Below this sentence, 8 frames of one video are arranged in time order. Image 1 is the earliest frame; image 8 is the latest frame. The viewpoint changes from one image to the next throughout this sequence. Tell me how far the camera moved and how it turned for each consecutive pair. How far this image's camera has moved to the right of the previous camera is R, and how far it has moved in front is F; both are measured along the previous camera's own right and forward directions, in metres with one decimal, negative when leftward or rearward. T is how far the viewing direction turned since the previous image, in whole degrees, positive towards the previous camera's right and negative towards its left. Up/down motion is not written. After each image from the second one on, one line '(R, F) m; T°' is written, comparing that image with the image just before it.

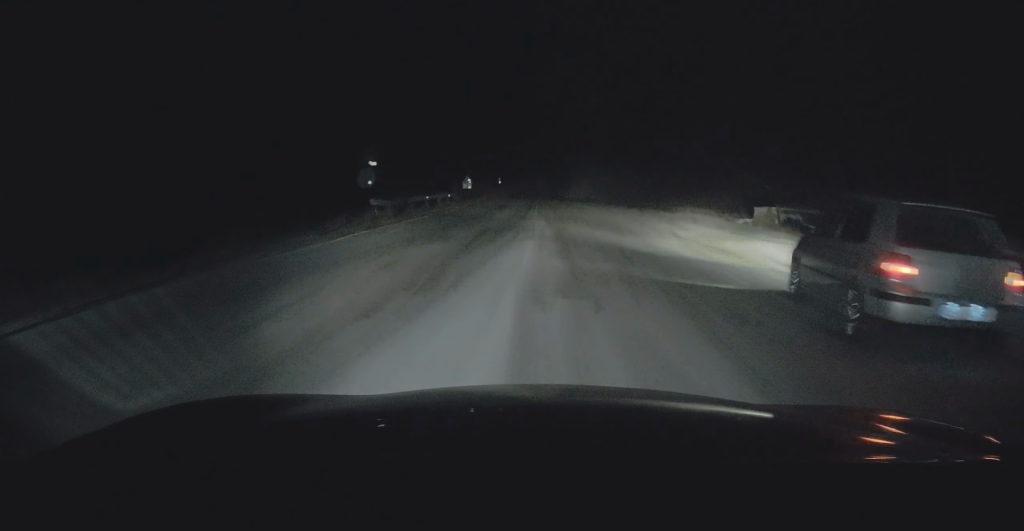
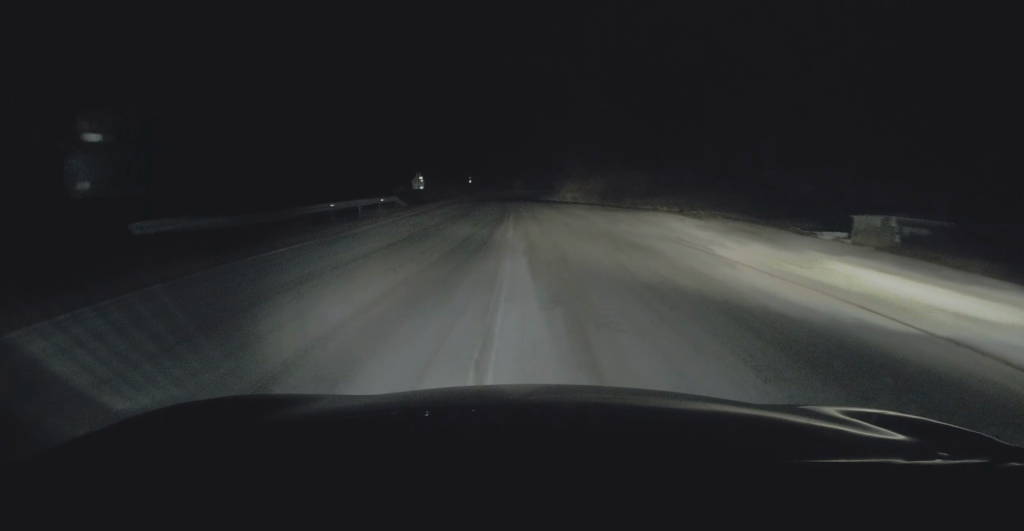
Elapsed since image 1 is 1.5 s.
(0.0, +13.3) m; +2°
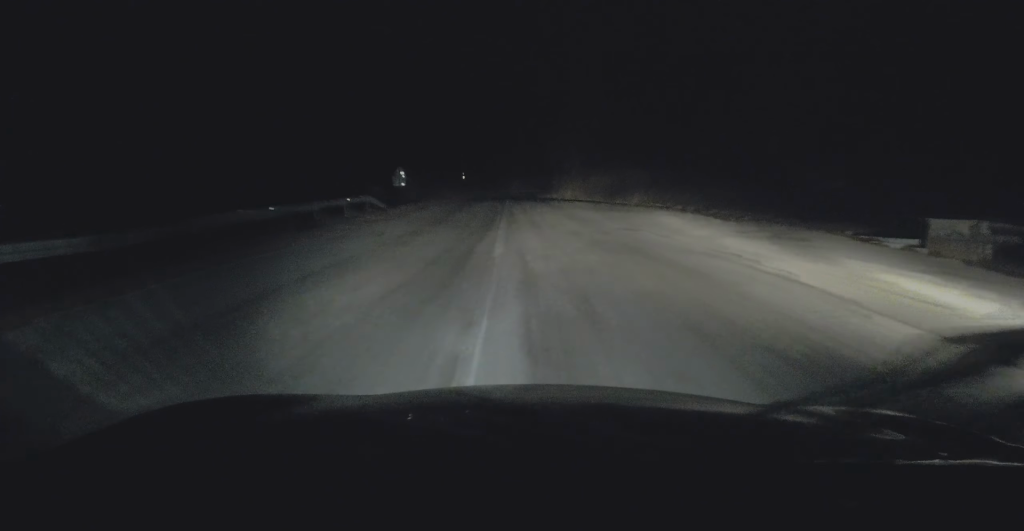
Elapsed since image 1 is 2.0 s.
(+0.1, +5.0) m; 0°
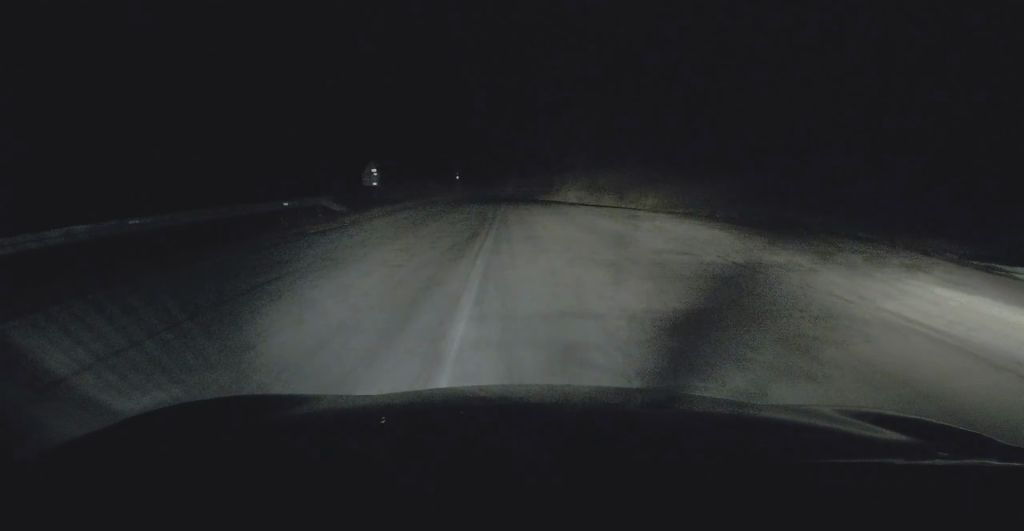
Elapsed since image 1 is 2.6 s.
(+0.1, +6.1) m; 0°
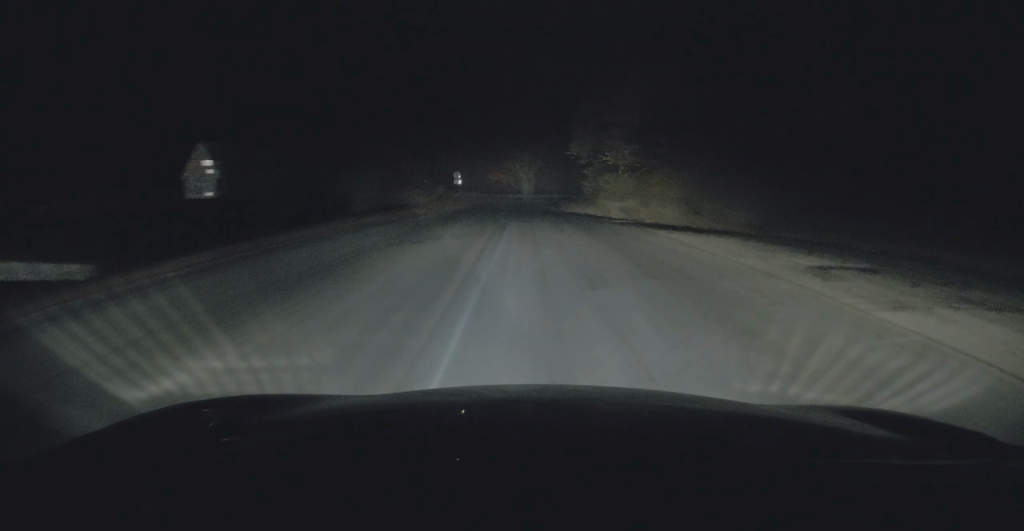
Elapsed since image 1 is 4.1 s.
(-0.4, +16.7) m; -2°
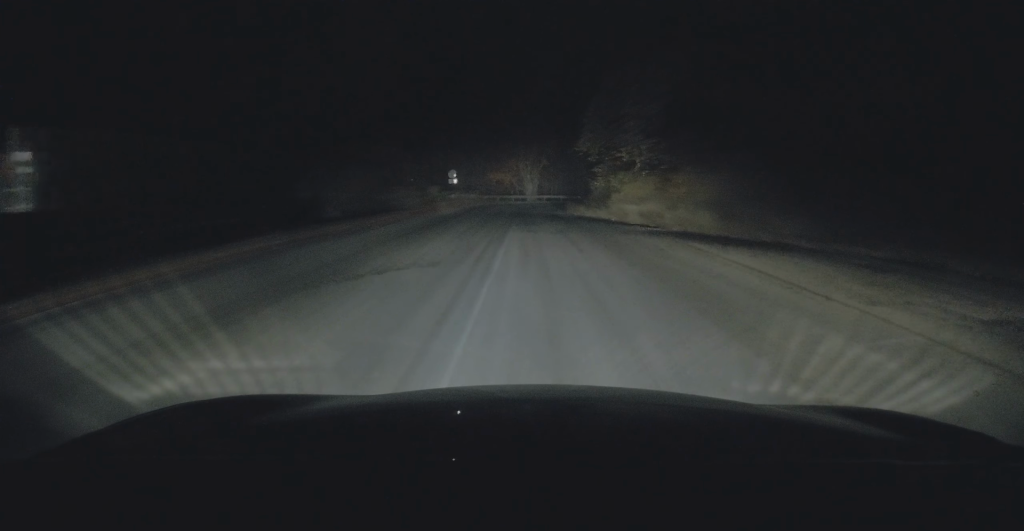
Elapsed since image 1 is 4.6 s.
(-0.1, +5.3) m; -1°
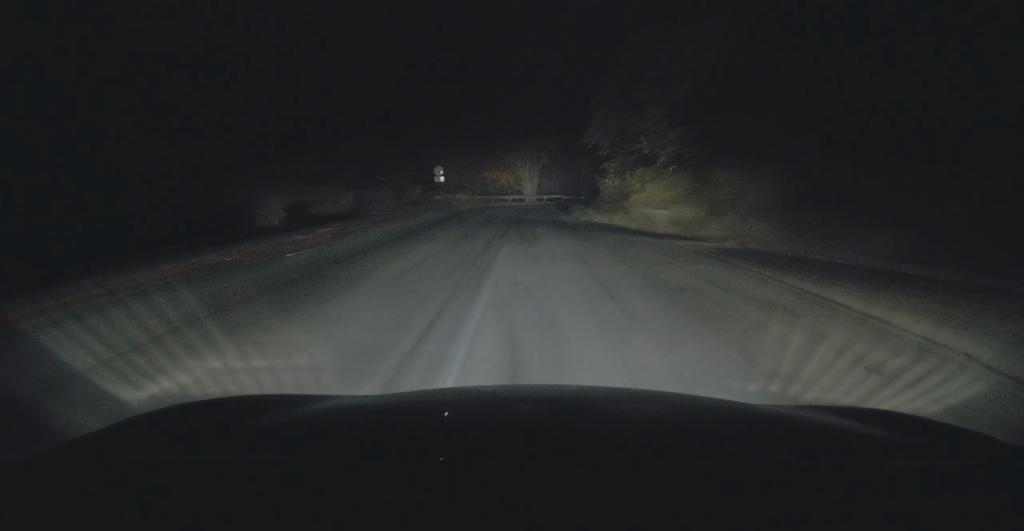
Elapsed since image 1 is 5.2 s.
(0.0, +7.3) m; 0°
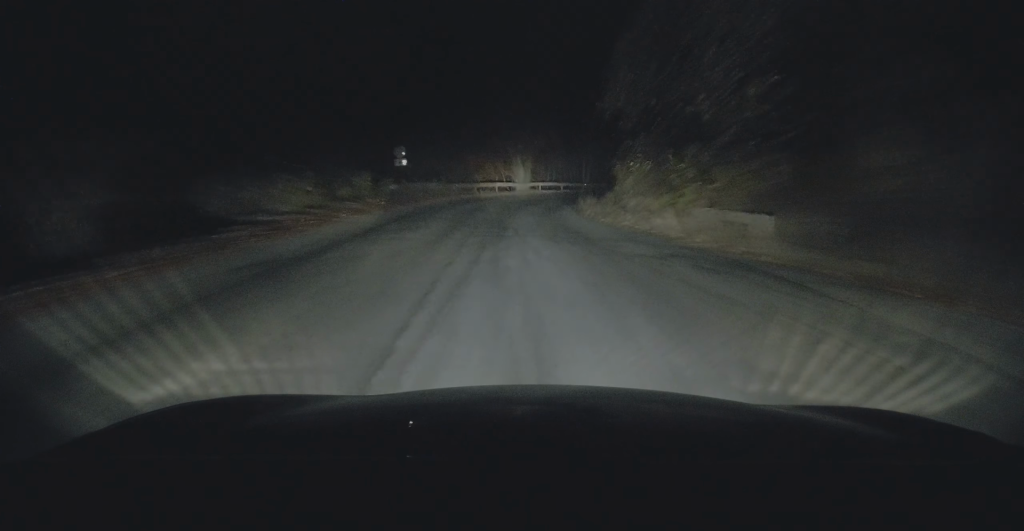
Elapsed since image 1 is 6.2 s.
(-0.1, +11.8) m; 0°
